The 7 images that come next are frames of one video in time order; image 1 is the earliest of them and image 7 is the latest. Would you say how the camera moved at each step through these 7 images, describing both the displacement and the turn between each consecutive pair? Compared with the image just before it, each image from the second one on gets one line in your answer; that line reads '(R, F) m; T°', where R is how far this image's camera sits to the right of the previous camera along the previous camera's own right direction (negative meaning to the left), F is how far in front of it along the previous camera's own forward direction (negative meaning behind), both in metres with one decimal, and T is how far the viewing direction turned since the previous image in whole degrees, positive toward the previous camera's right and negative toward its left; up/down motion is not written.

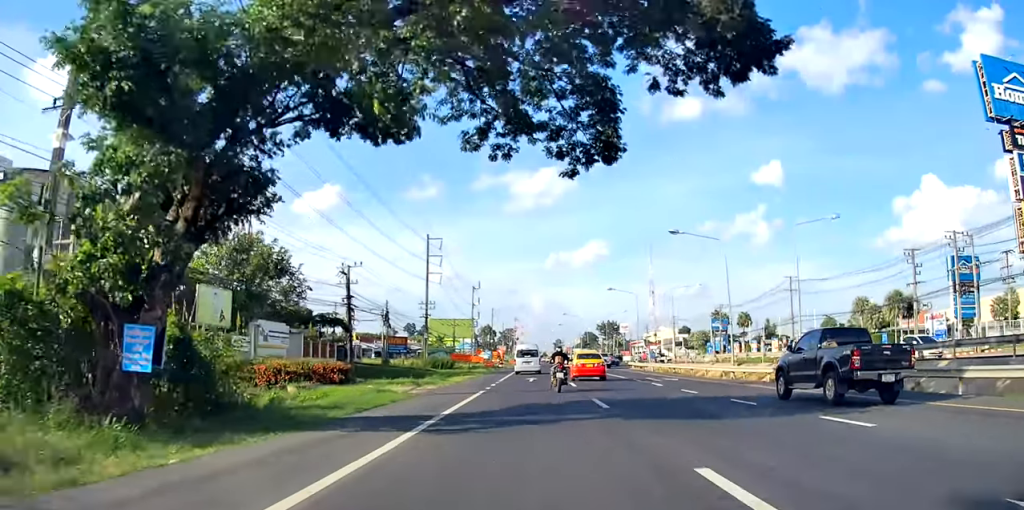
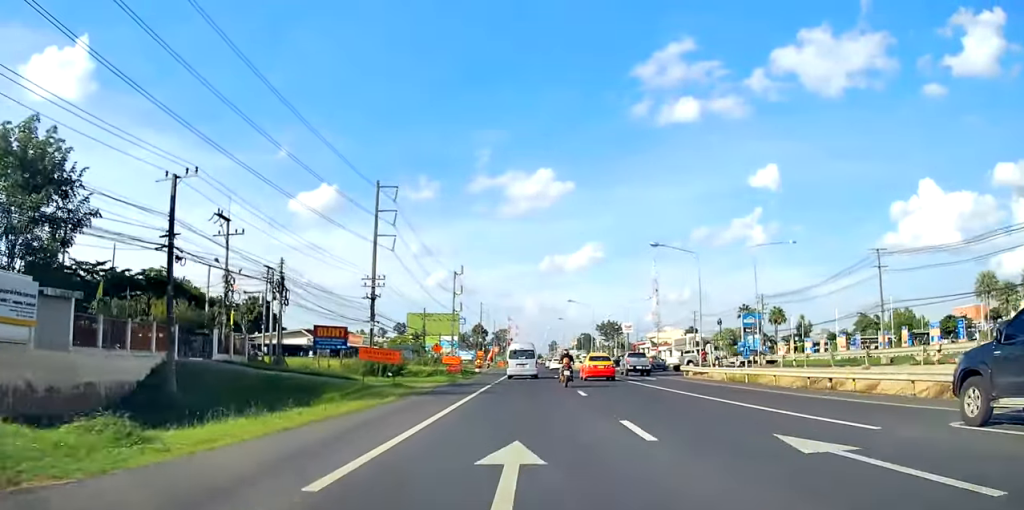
(-0.5, +28.9) m; -1°
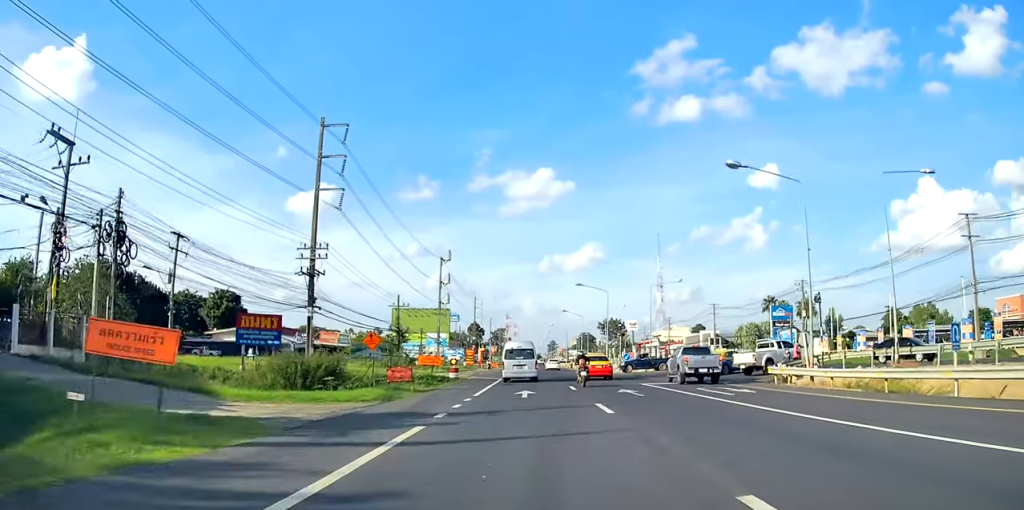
(+0.2, +17.9) m; +1°
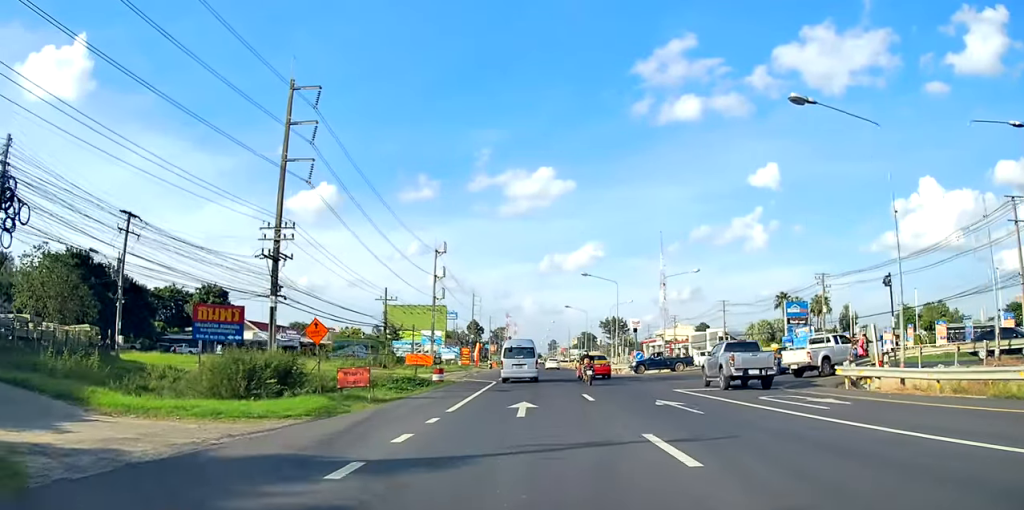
(+0.1, +7.9) m; 0°
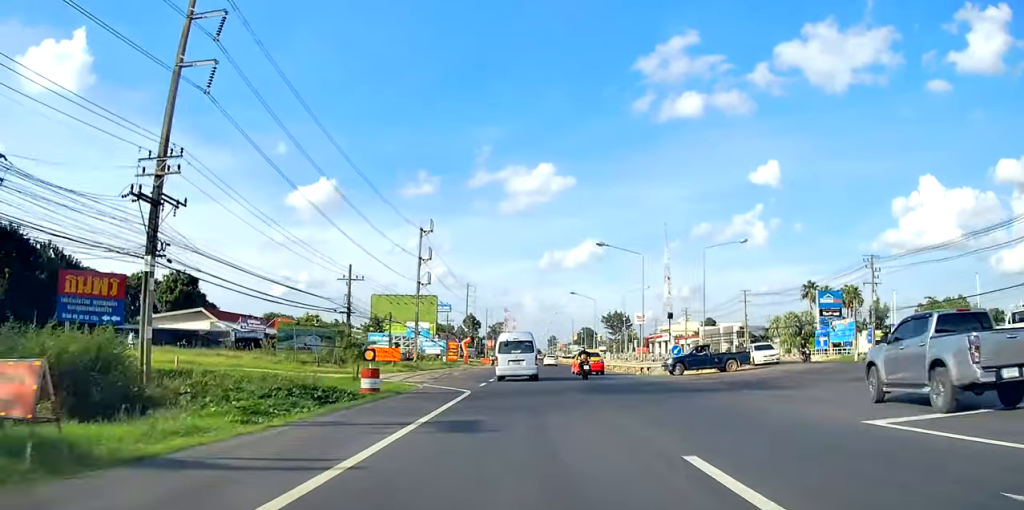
(-0.1, +16.4) m; -1°
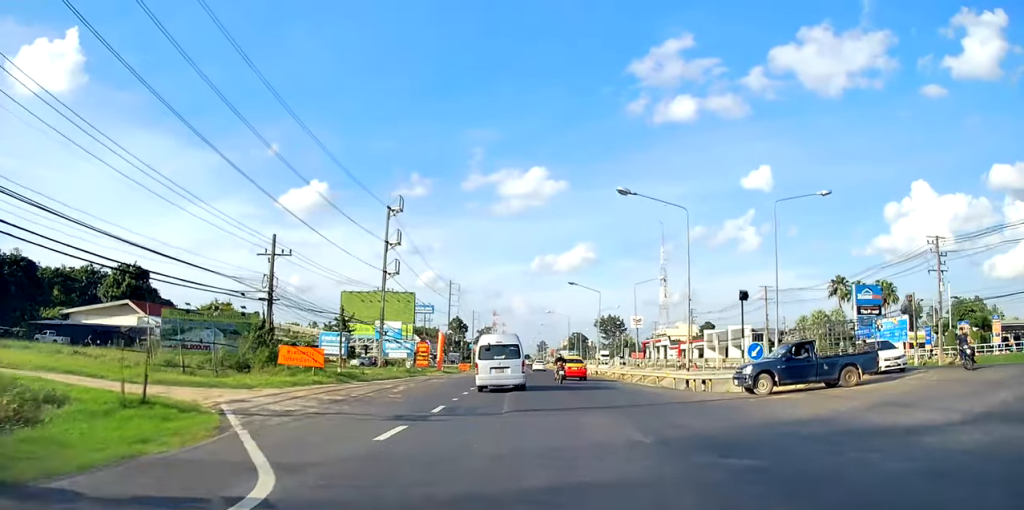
(-0.1, +17.5) m; +1°
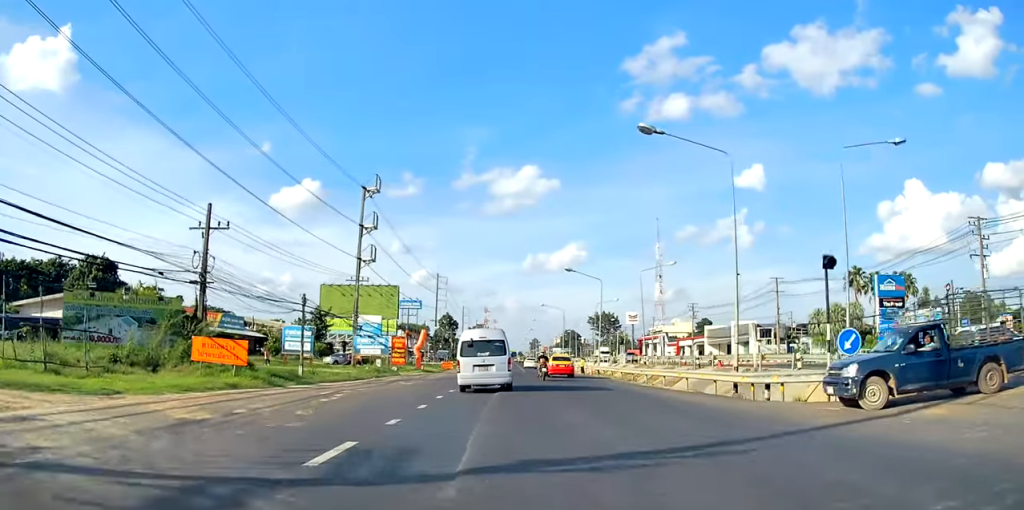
(0.0, +9.2) m; +1°
